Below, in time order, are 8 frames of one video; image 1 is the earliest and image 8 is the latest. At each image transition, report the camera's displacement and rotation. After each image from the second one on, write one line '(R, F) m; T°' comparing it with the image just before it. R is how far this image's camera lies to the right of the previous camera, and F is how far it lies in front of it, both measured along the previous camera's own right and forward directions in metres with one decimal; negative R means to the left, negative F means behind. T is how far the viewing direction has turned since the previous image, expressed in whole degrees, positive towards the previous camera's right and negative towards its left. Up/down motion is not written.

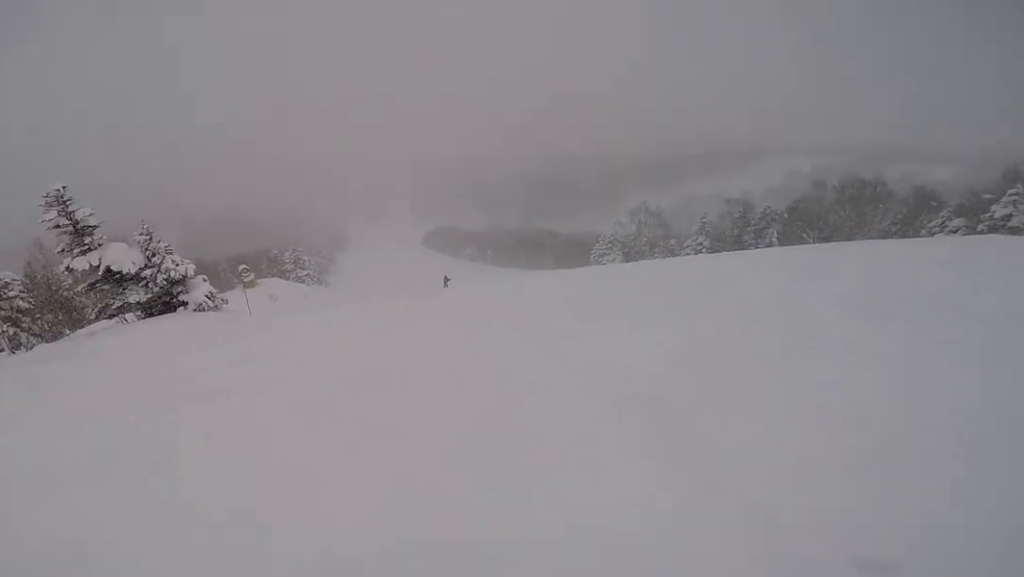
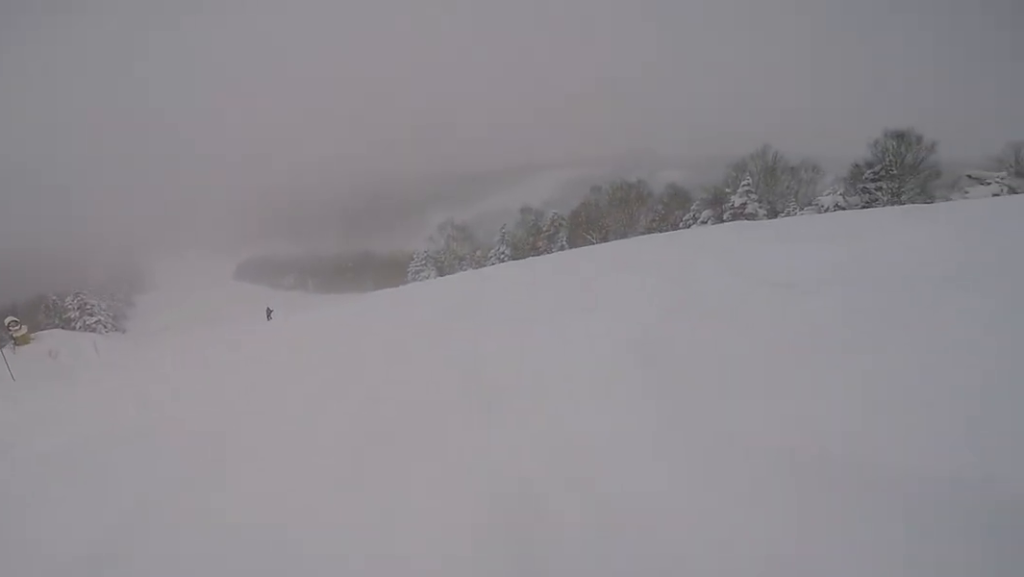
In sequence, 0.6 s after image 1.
(+0.3, +2.0) m; +24°
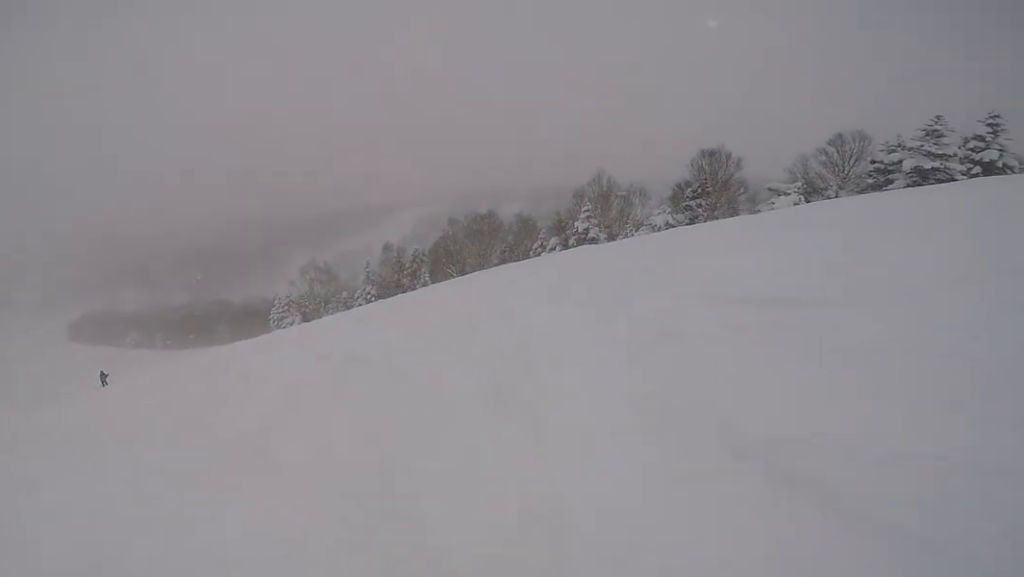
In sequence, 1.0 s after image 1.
(+0.6, +1.8) m; +13°
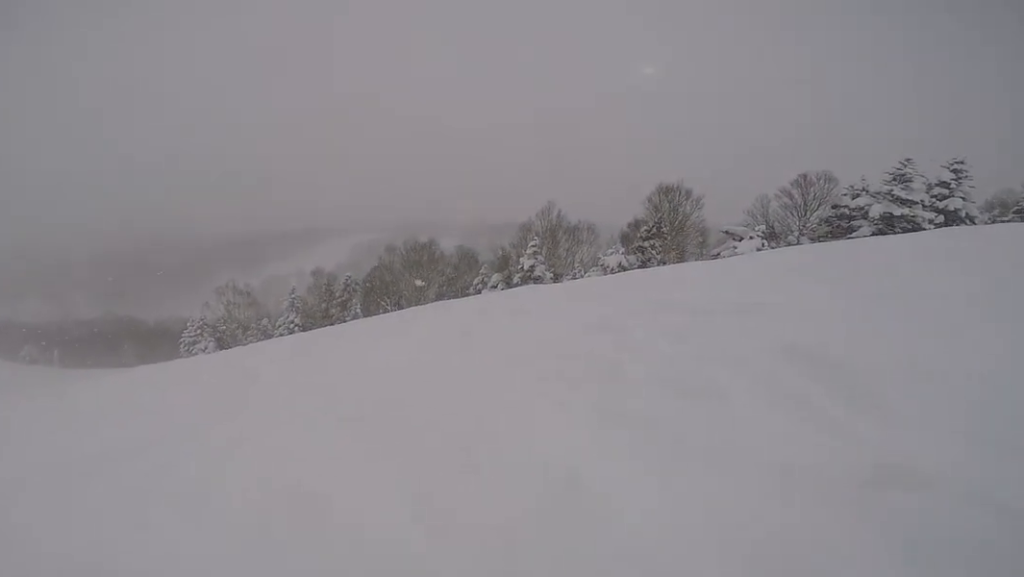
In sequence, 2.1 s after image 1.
(+1.0, +4.4) m; +20°
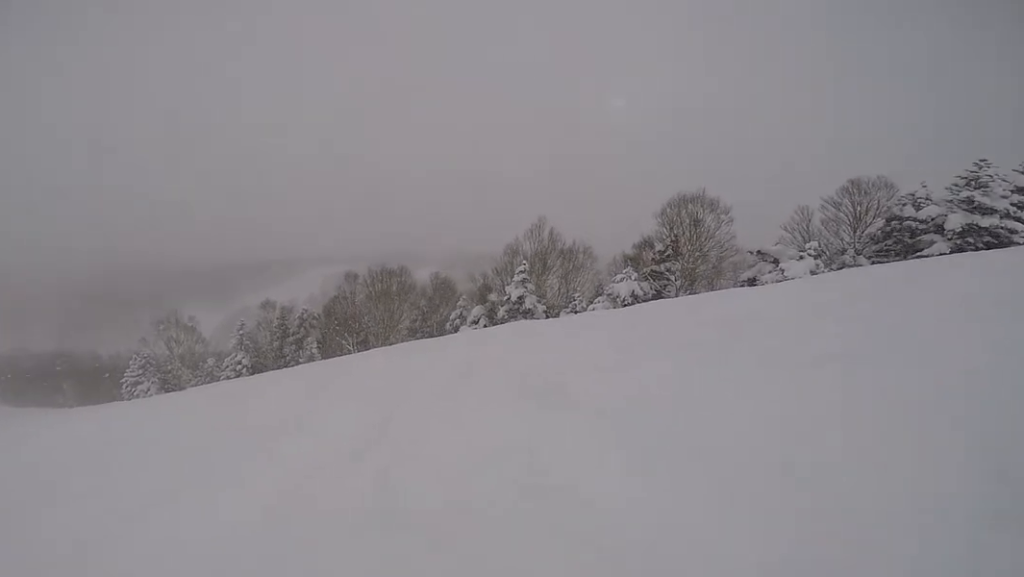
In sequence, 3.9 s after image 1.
(+1.1, +7.0) m; +10°
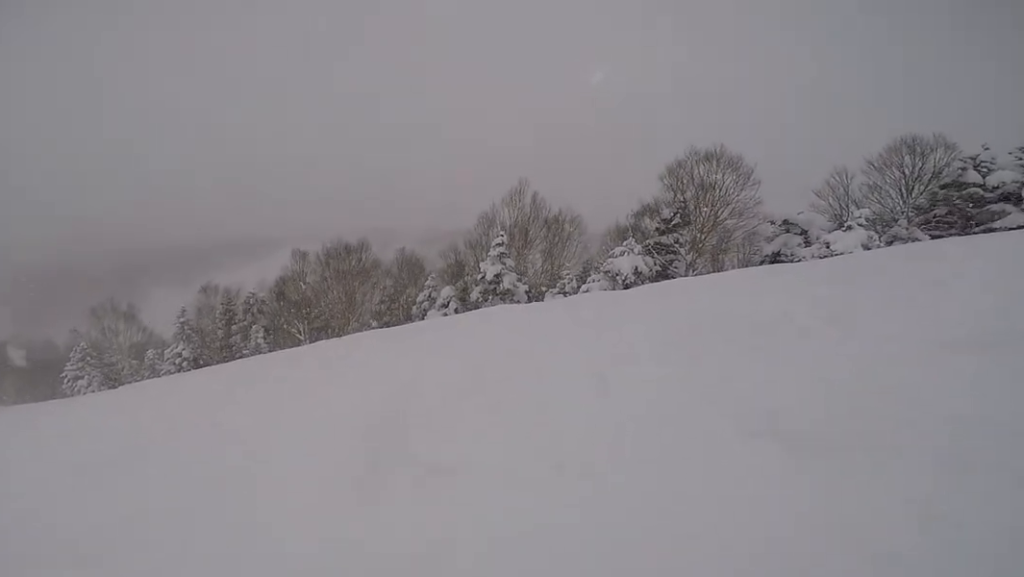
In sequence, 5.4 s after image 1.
(-0.5, +5.7) m; -12°
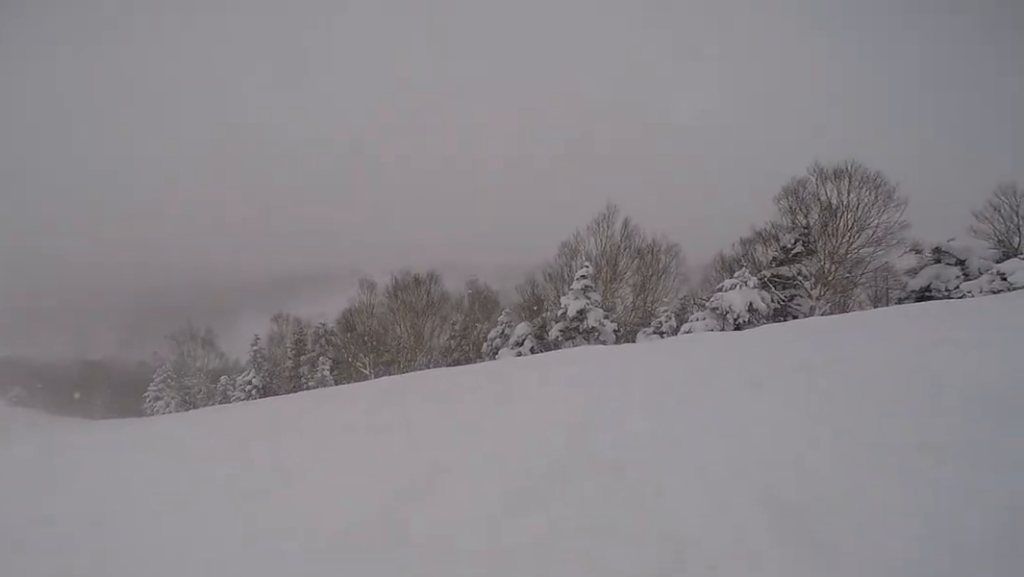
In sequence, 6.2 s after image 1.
(-0.1, +2.8) m; -12°
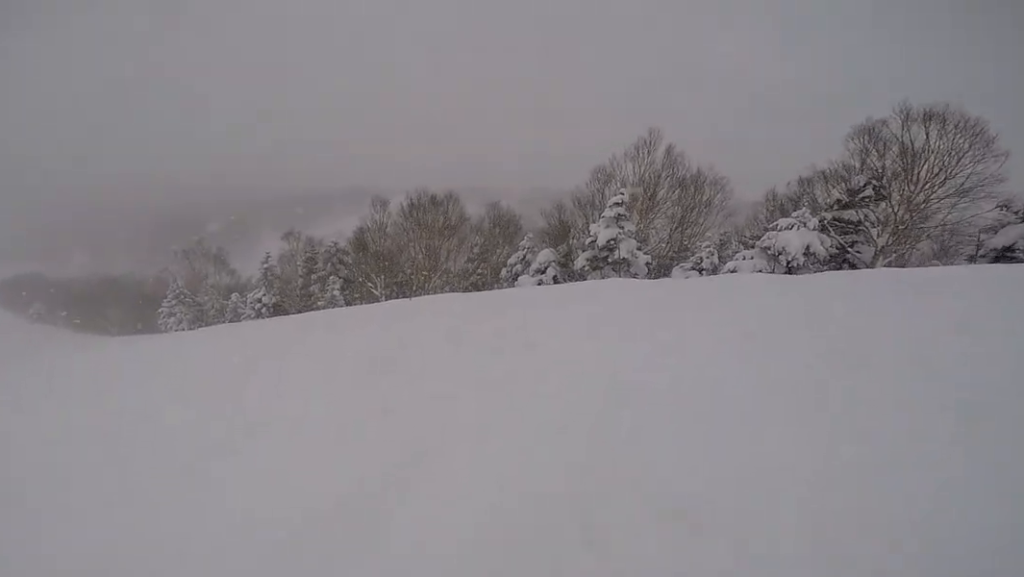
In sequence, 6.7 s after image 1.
(-0.2, +2.0) m; -15°
